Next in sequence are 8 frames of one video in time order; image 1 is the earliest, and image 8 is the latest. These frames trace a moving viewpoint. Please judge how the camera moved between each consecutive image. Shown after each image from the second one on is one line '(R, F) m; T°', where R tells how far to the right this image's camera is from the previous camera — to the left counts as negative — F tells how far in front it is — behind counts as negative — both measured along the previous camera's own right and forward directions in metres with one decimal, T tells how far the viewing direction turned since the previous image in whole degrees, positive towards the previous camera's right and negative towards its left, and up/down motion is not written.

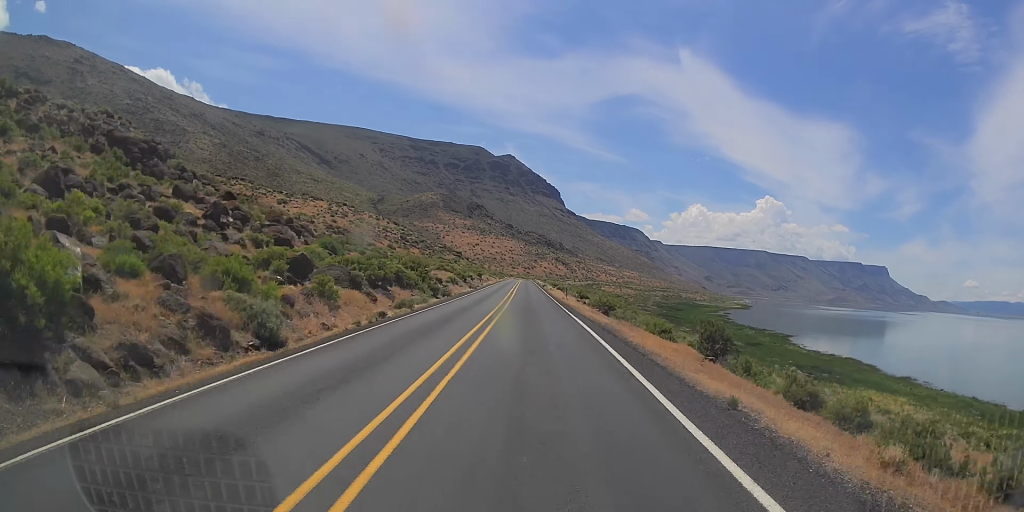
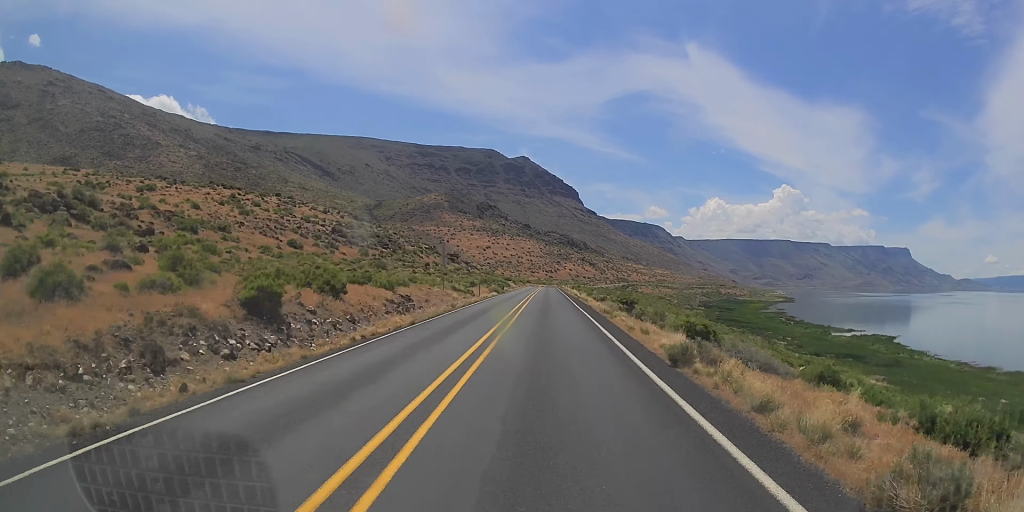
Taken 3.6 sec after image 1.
(-6.8, +82.0) m; -5°
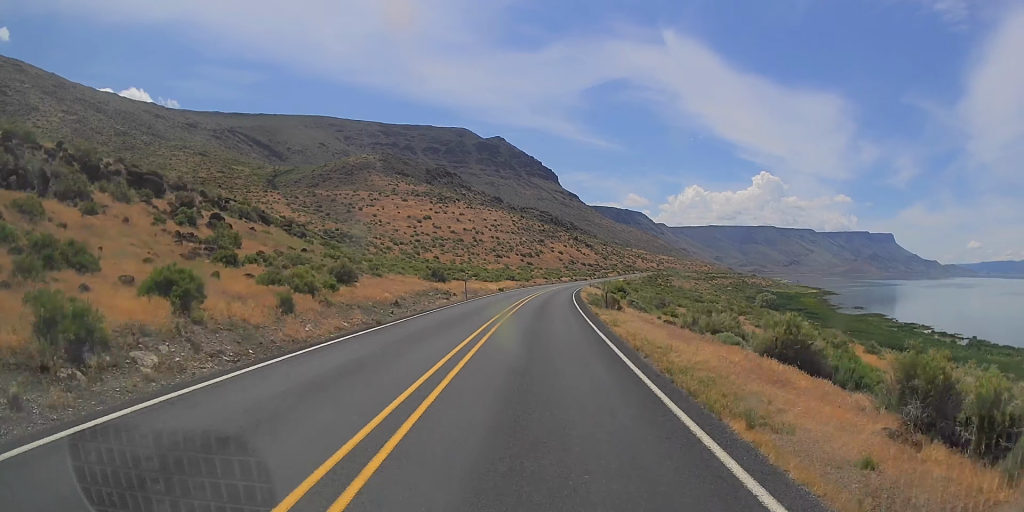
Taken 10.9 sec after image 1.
(-0.2, +173.6) m; +4°
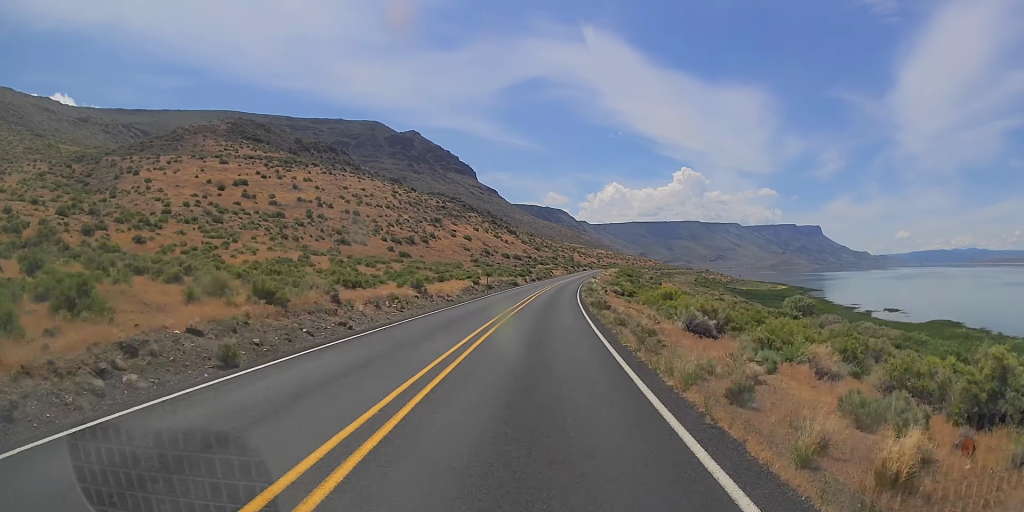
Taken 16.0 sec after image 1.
(+6.7, +122.7) m; +5°
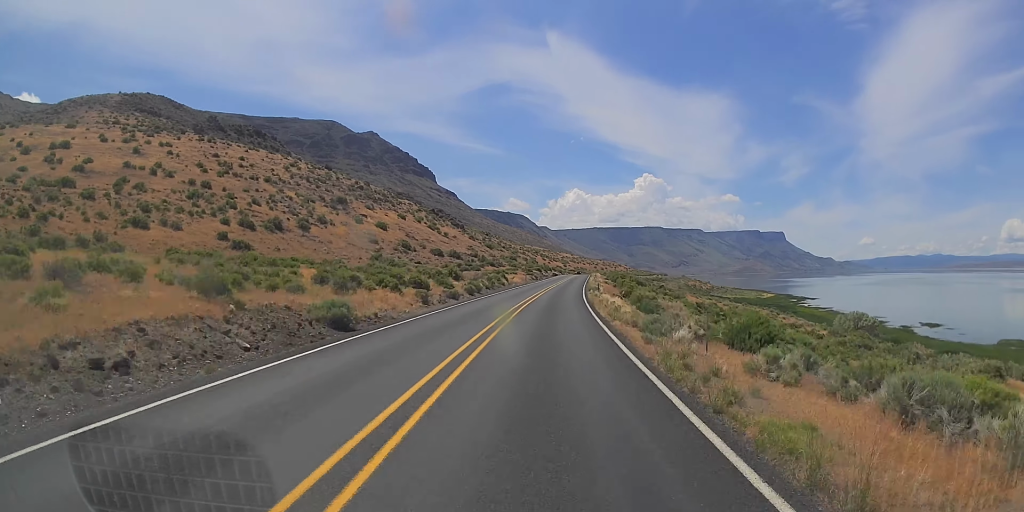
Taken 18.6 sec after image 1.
(-1.6, +61.8) m; +3°
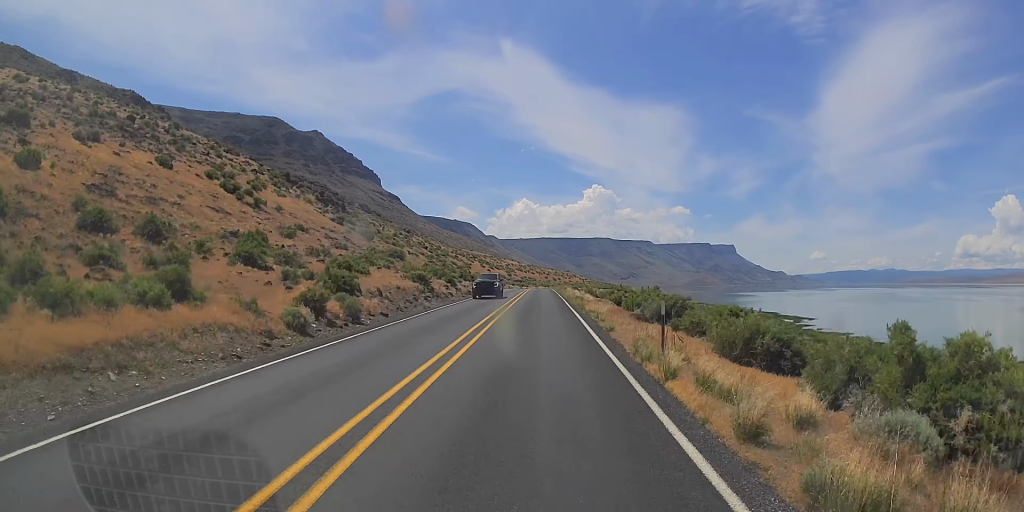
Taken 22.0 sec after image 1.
(+6.4, +84.7) m; +5°
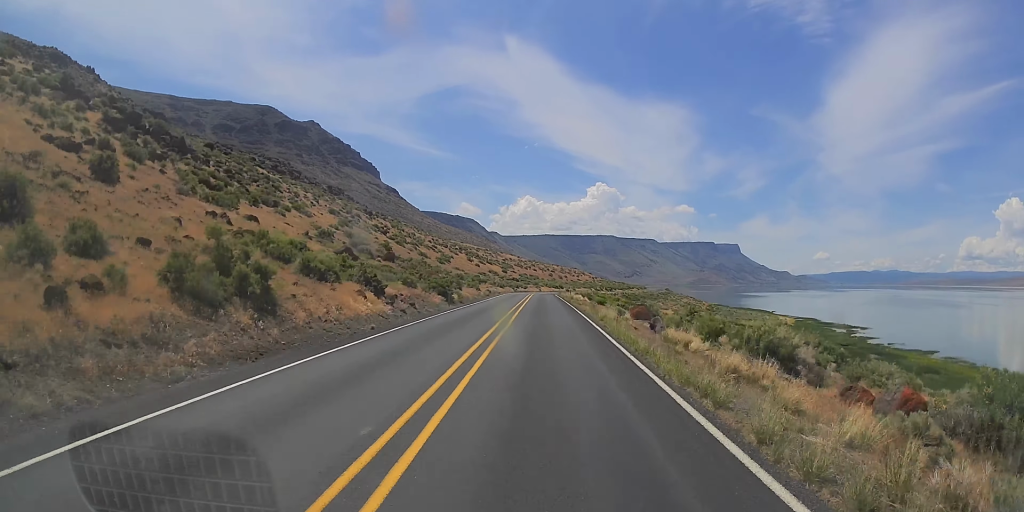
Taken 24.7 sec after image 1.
(+1.7, +65.2) m; +1°
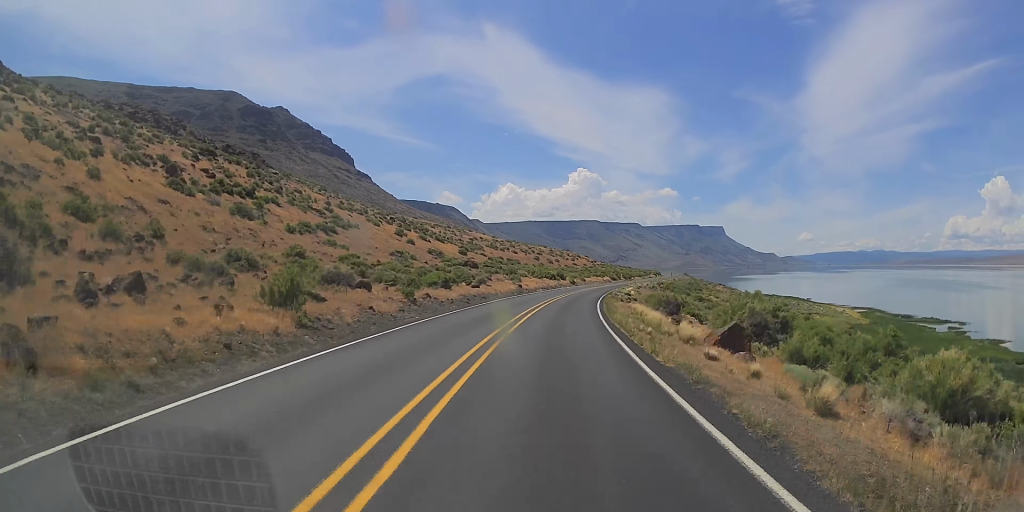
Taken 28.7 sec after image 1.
(+1.0, +97.4) m; +4°
